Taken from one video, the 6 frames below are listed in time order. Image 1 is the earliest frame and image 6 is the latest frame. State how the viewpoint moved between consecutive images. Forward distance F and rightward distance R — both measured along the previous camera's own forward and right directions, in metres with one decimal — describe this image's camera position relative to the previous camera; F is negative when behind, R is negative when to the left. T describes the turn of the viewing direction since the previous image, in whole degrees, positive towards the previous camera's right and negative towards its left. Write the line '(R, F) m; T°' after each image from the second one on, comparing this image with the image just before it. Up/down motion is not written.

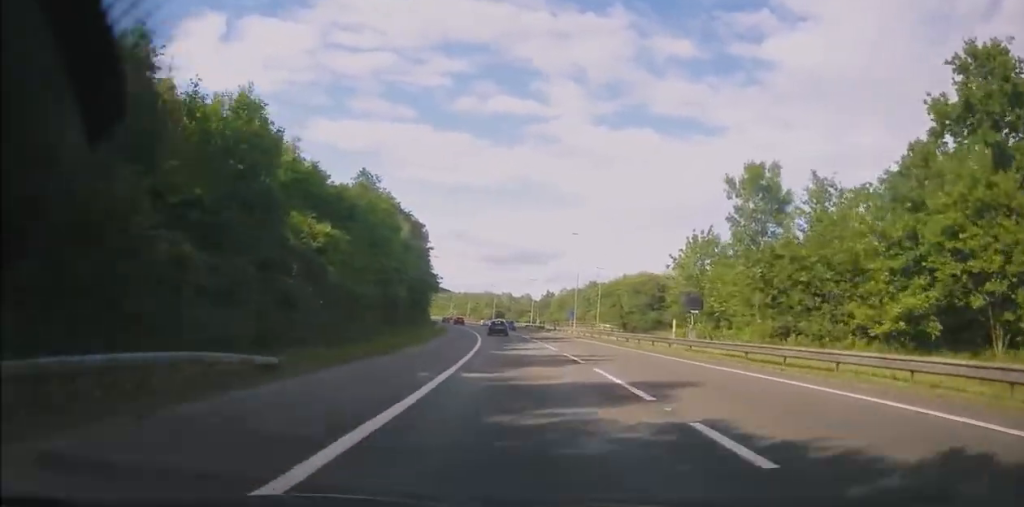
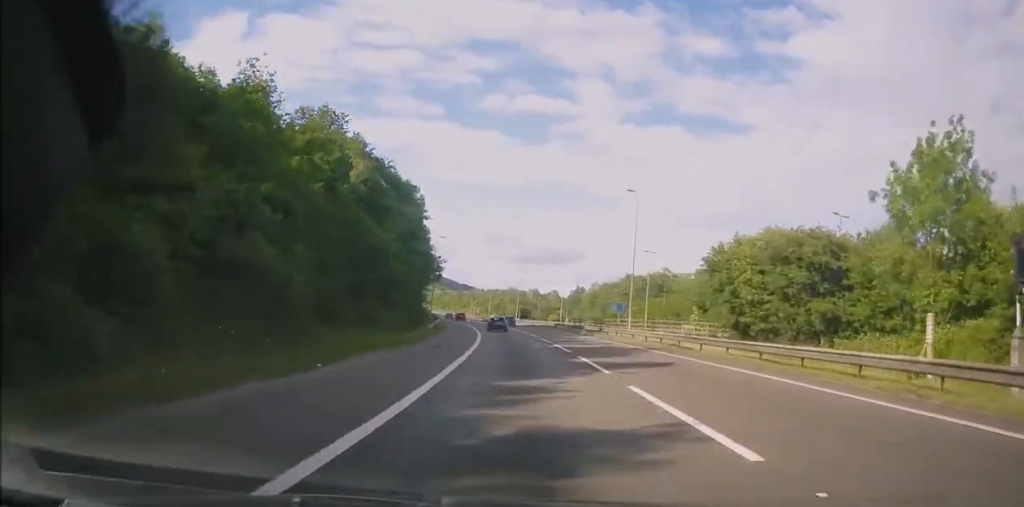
(-1.0, +23.3) m; -3°
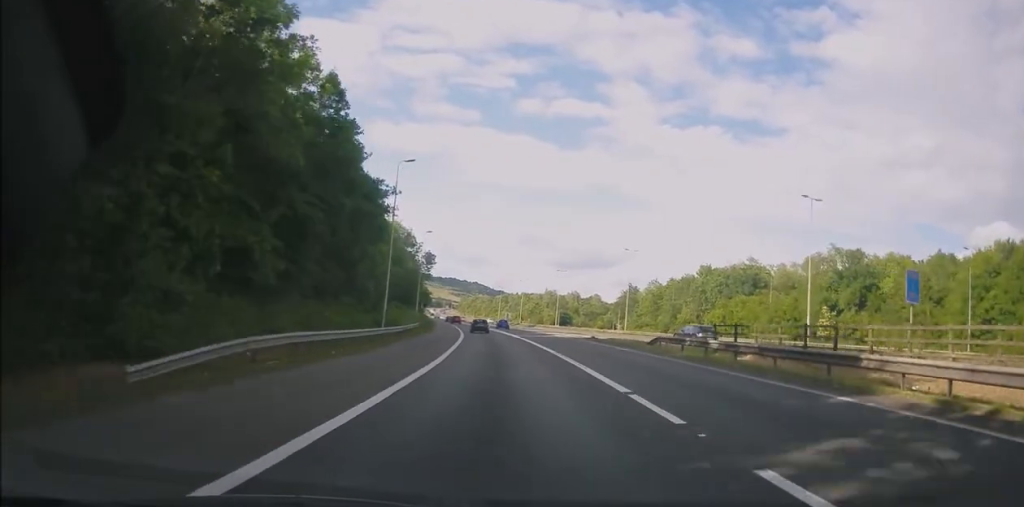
(-1.0, +43.1) m; -3°
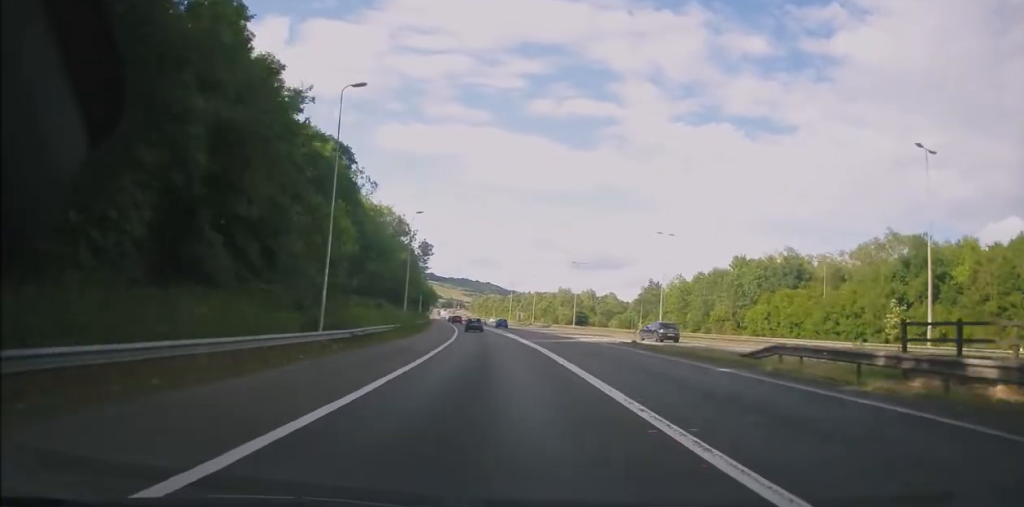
(-0.2, +14.4) m; -2°
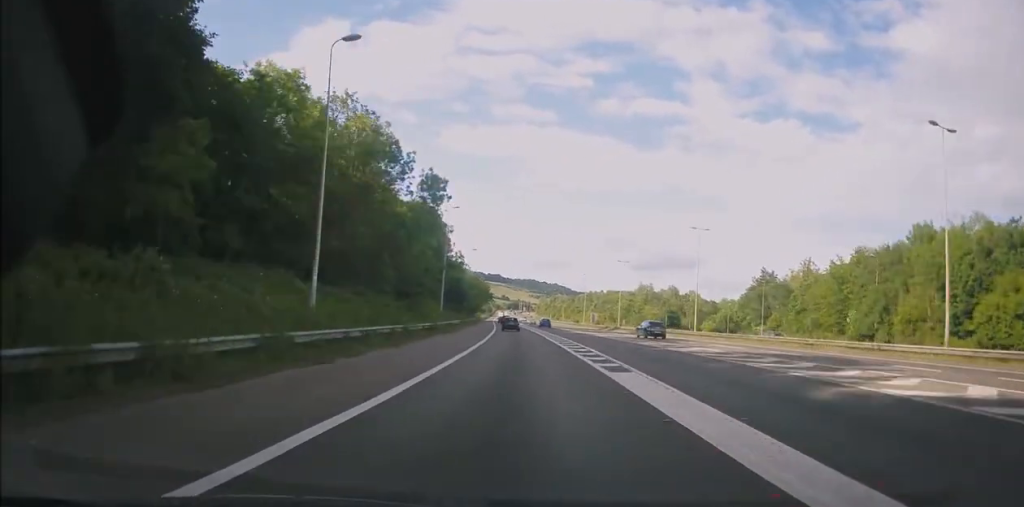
(-2.1, +41.2) m; -5°
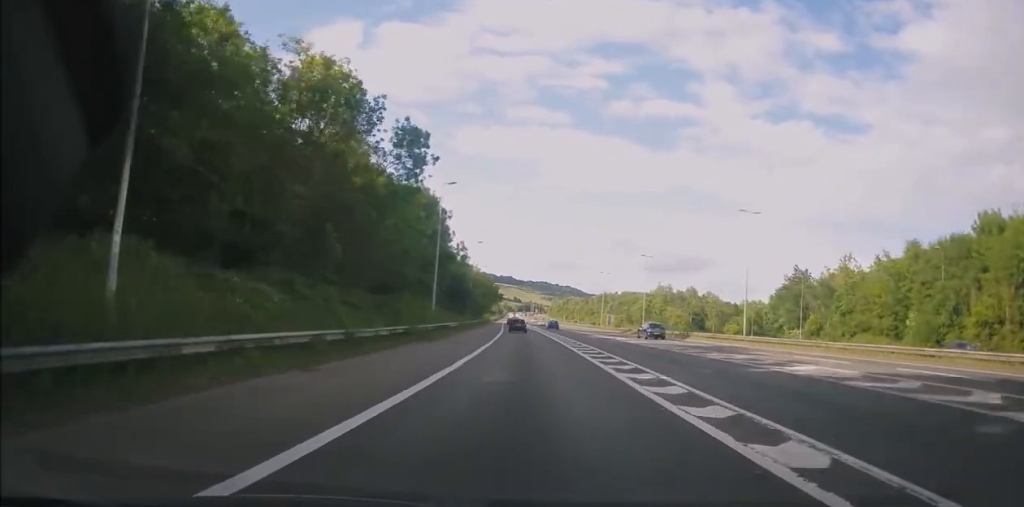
(0.0, +12.0) m; -1°
